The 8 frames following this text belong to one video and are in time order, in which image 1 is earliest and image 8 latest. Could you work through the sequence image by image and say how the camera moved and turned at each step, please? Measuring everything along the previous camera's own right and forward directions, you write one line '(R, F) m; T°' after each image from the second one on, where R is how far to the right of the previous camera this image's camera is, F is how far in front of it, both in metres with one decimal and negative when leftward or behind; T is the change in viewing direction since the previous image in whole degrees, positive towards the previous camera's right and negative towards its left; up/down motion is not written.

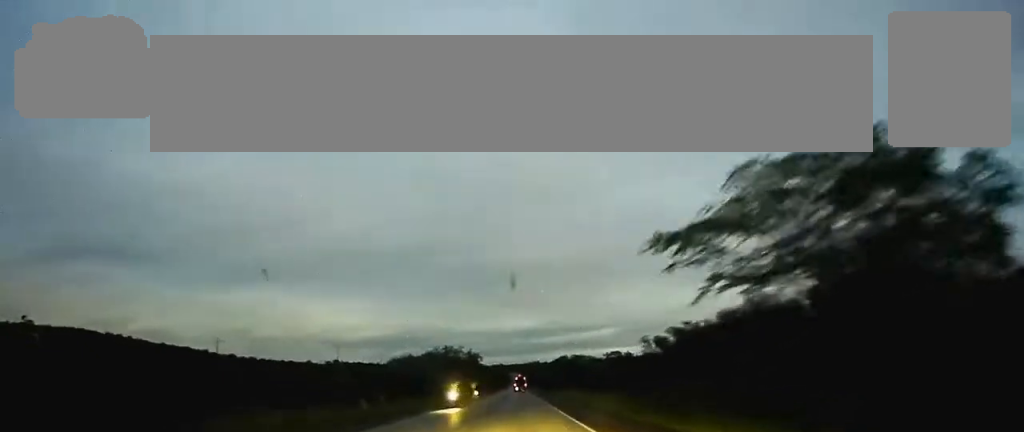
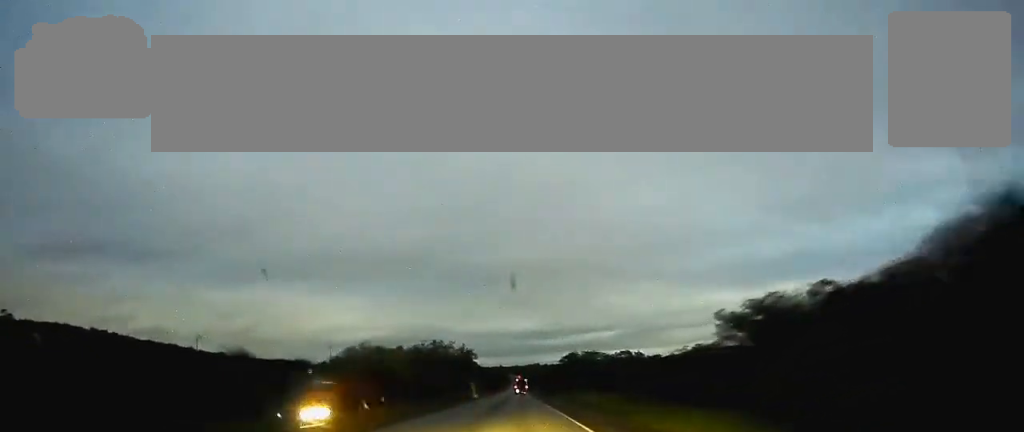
(0.0, +19.5) m; 0°
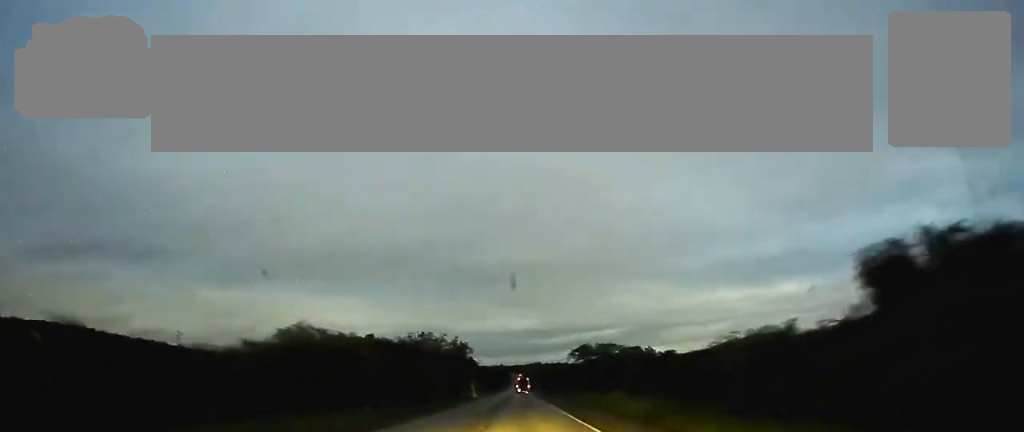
(0.0, +15.2) m; 0°
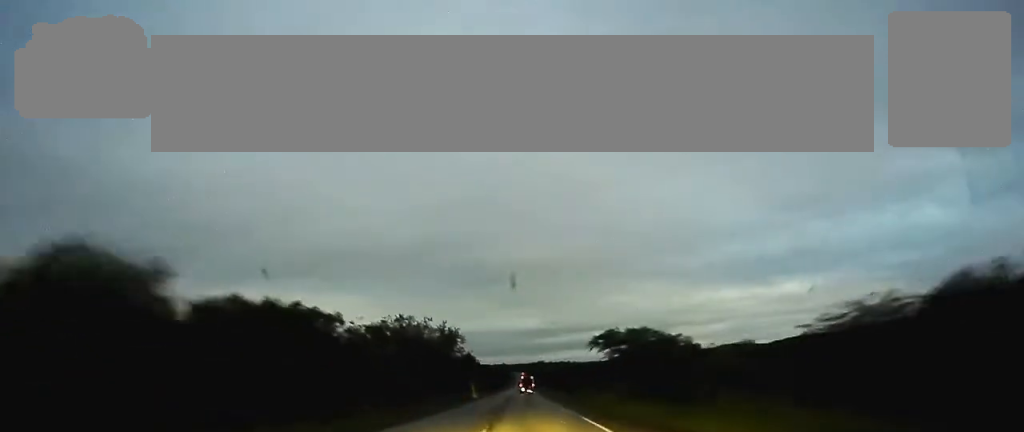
(0.0, +20.8) m; 0°
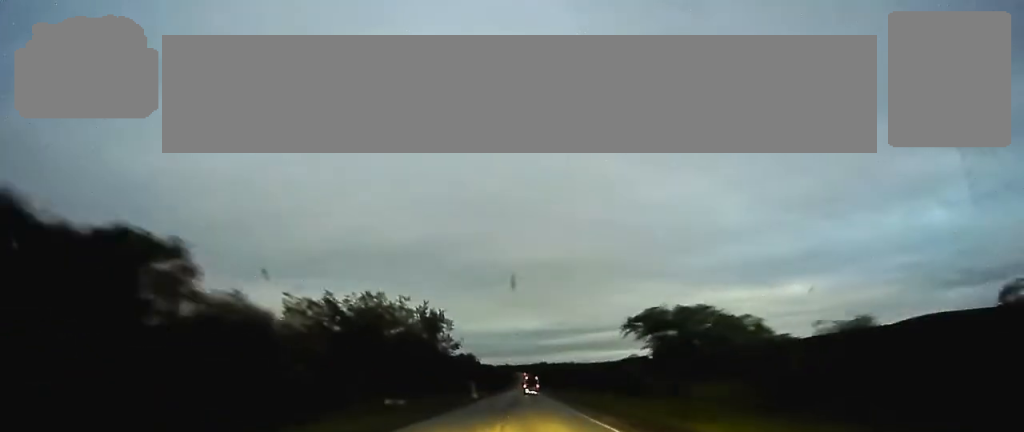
(0.0, +18.7) m; 0°
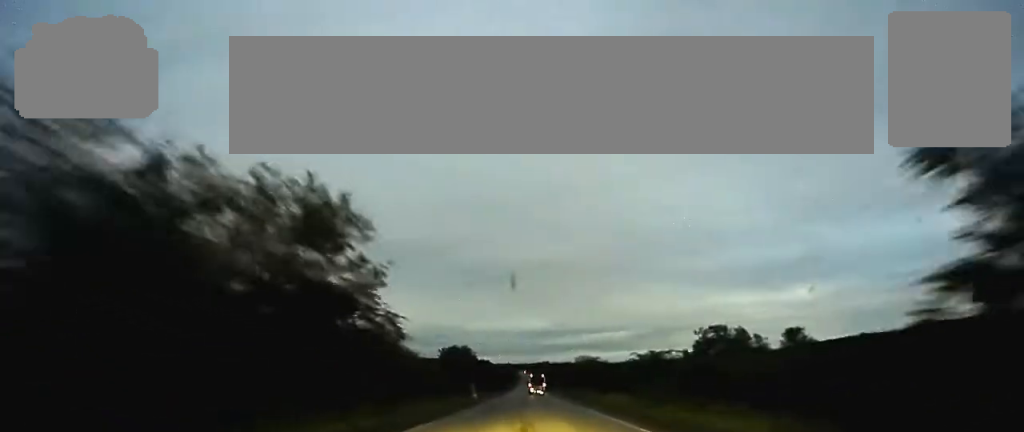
(0.0, +35.6) m; 0°
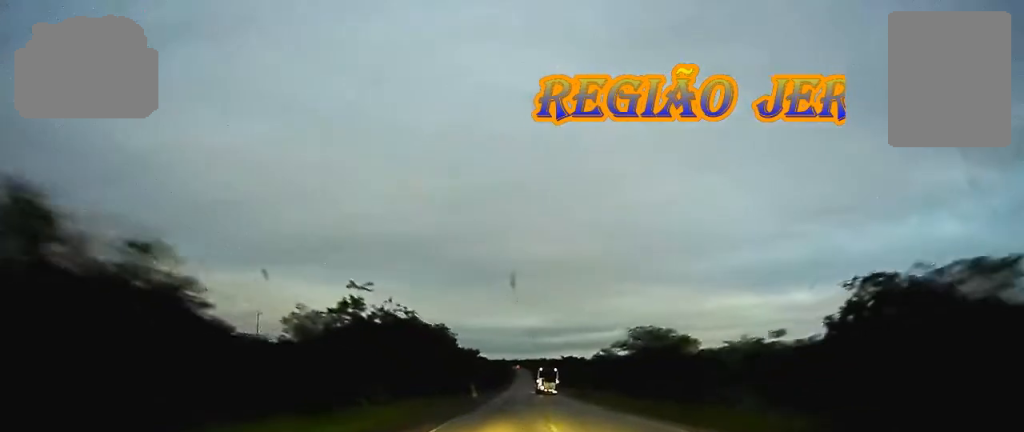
(0.0, +60.3) m; 0°
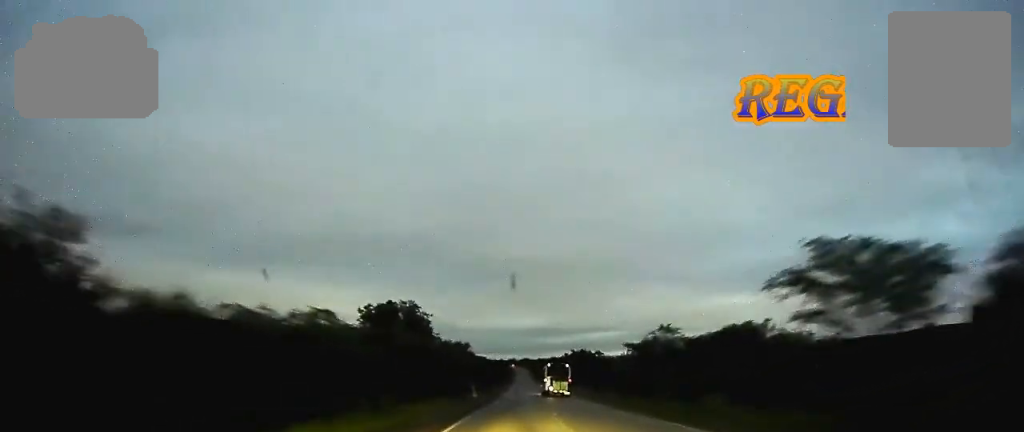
(+0.2, +41.7) m; 0°
